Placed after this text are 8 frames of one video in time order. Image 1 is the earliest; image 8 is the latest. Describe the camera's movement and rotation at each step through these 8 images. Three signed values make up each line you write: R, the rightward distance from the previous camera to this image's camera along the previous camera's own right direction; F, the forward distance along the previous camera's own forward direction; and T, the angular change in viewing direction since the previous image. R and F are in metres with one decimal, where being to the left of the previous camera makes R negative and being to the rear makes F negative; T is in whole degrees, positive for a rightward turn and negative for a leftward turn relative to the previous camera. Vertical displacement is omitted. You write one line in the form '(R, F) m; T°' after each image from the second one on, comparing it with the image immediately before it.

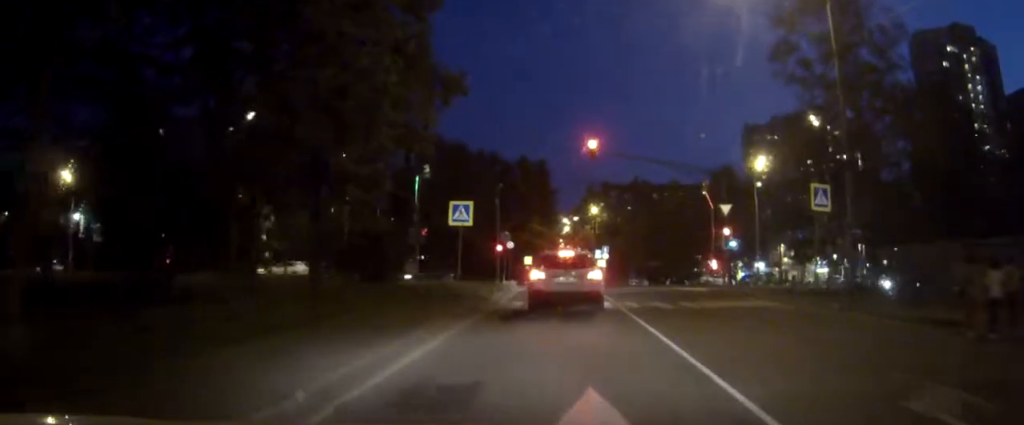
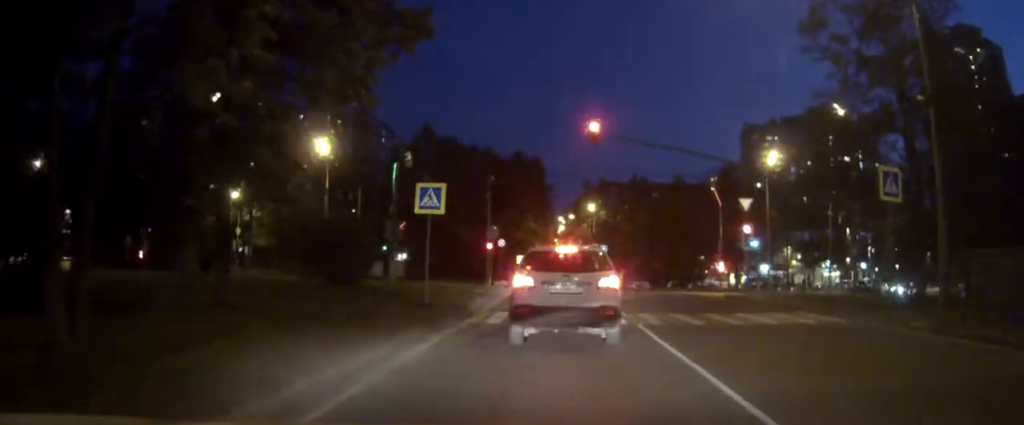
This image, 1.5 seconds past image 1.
(+0.1, +6.9) m; +1°
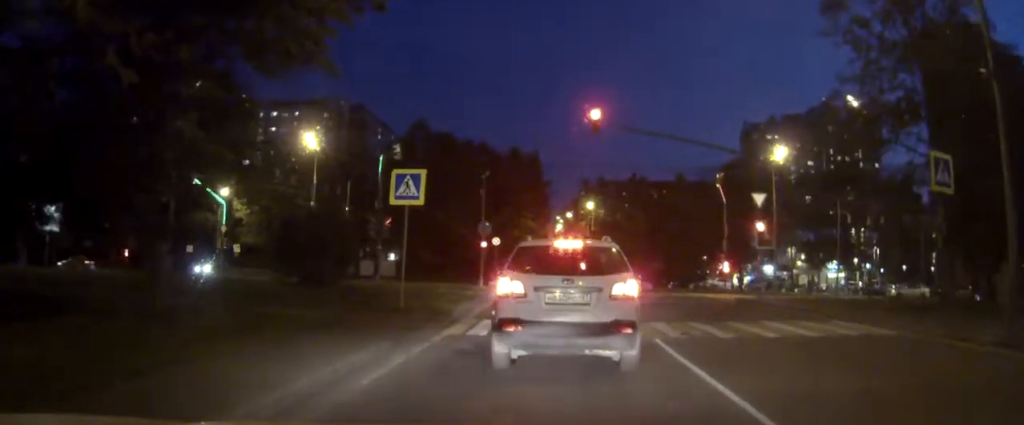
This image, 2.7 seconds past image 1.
(-0.1, +3.8) m; -2°
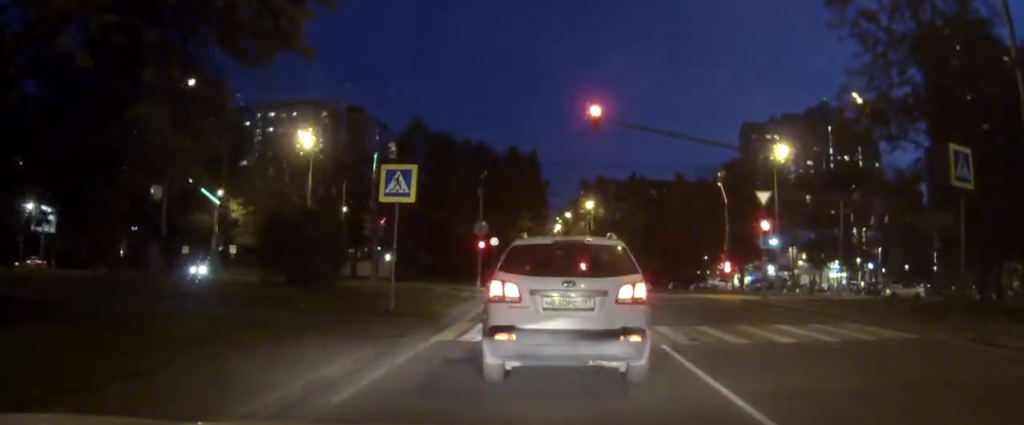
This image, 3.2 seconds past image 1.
(0.0, +1.1) m; 0°
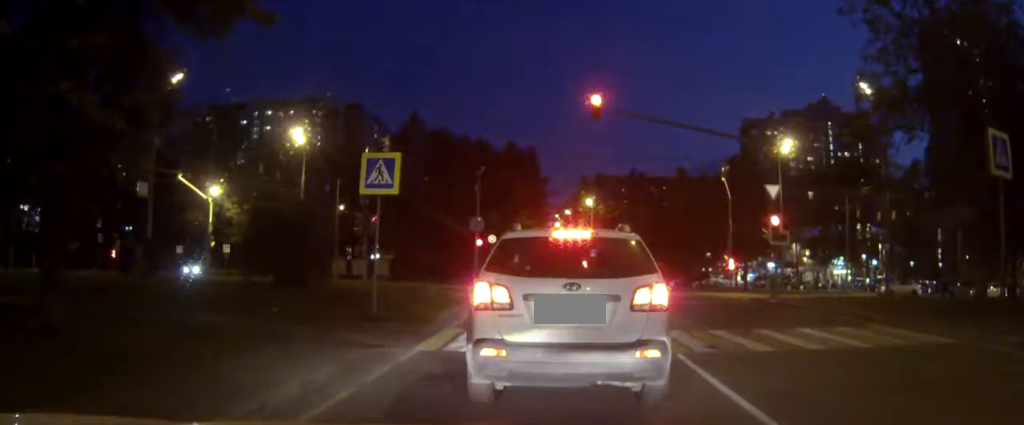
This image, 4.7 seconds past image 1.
(0.0, +2.7) m; 0°
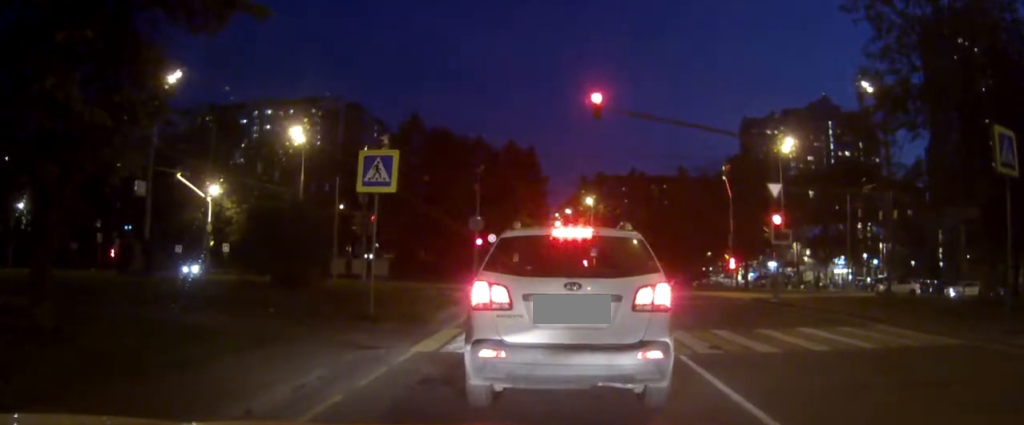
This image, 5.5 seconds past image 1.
(0.0, +0.9) m; 0°
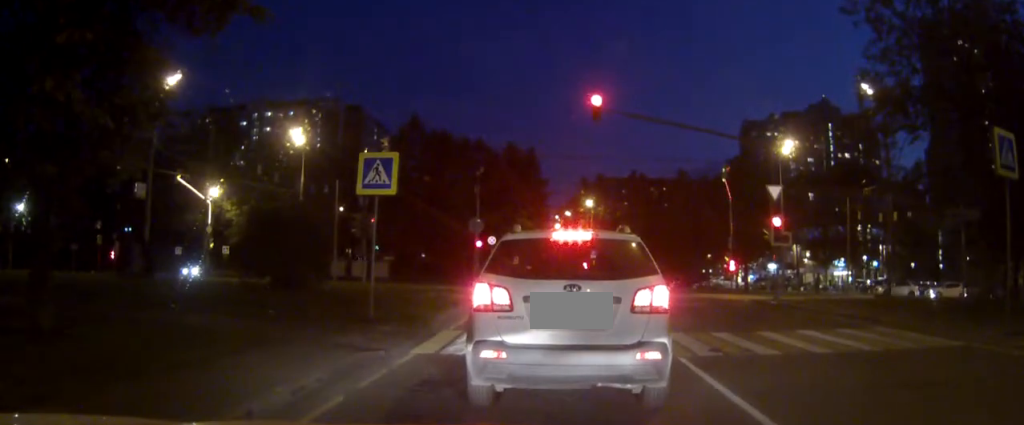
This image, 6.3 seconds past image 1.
(0.0, +0.6) m; 0°
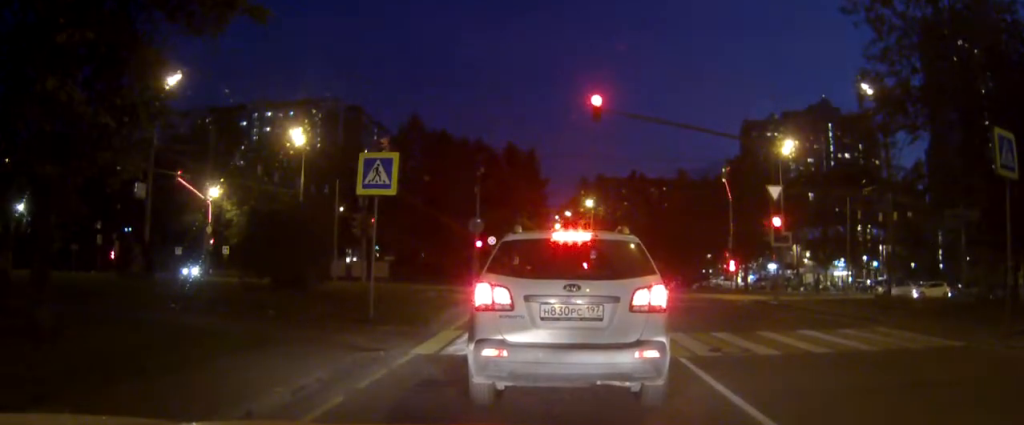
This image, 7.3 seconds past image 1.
(0.0, +0.5) m; 0°
